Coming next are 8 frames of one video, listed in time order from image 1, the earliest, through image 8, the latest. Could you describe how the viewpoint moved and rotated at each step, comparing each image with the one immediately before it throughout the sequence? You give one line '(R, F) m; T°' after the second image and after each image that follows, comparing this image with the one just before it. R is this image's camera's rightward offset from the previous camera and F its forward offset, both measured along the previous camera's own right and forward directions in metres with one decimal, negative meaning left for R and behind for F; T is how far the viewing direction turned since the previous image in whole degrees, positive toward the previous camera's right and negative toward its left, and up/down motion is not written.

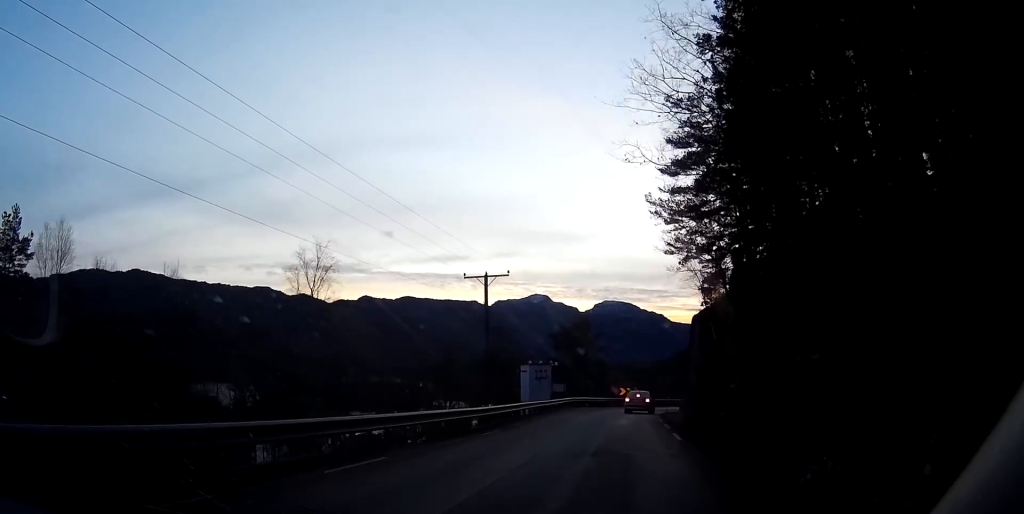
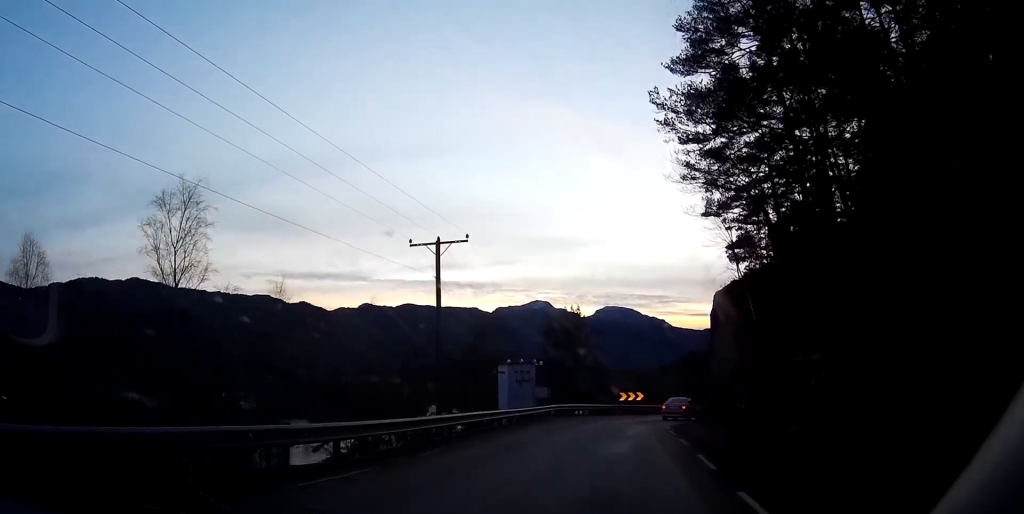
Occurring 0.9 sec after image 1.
(0.0, +12.7) m; 0°
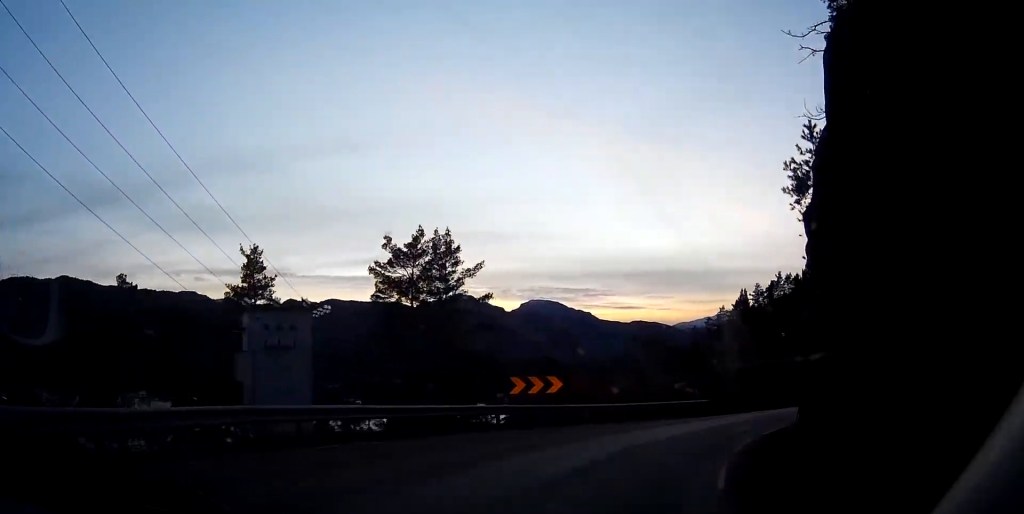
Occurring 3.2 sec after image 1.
(+1.5, +31.9) m; +7°
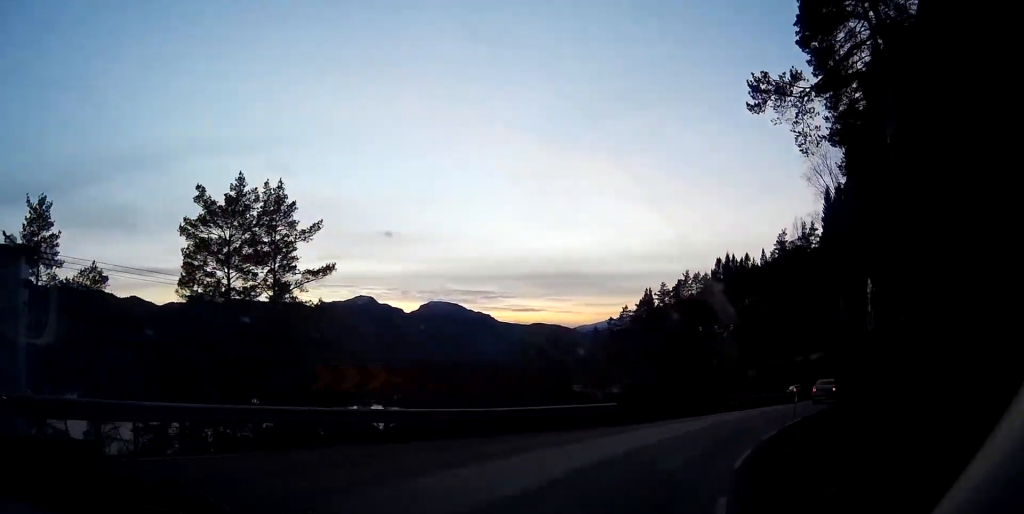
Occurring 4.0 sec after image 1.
(+0.3, +10.0) m; +4°
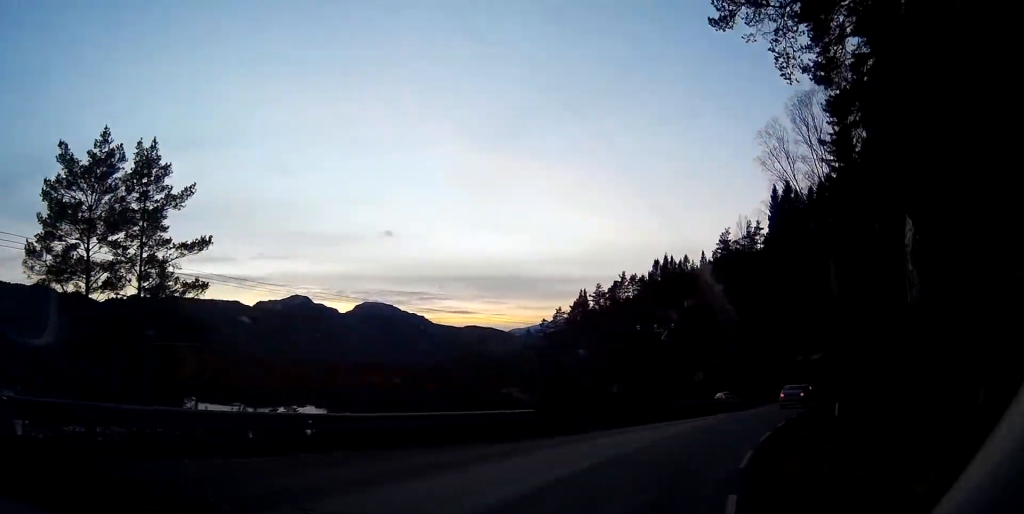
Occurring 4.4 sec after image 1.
(0.0, +5.6) m; +3°
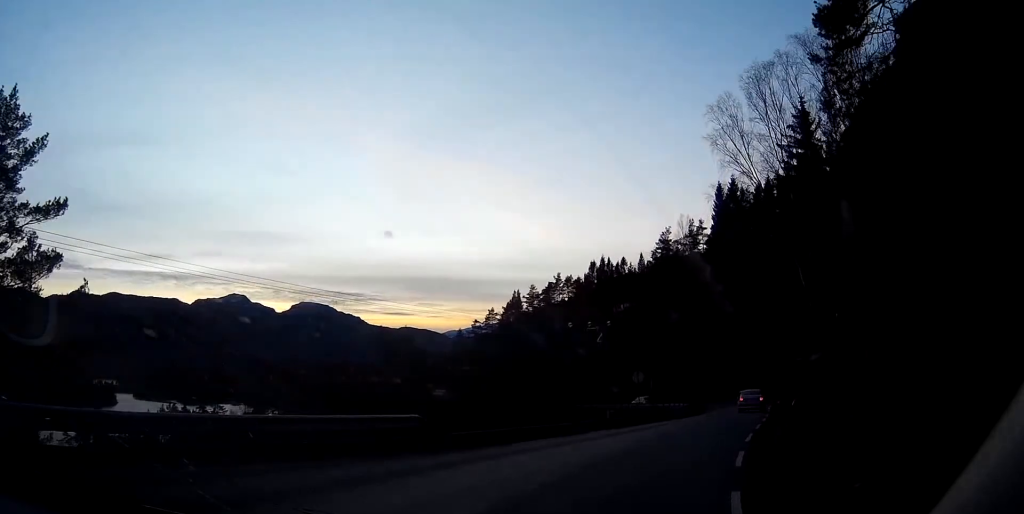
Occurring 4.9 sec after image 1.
(+0.1, +5.5) m; +3°
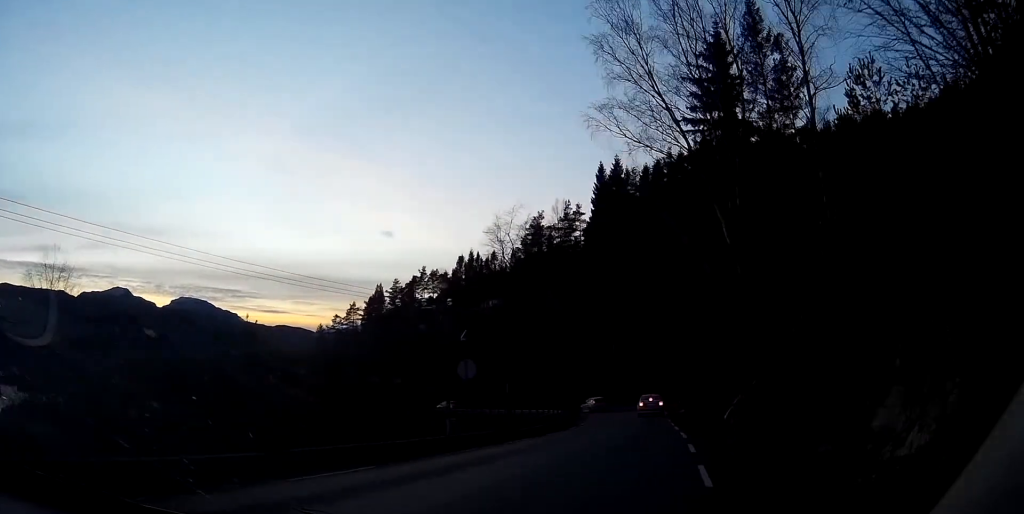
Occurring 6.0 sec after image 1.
(+1.2, +14.0) m; +9°
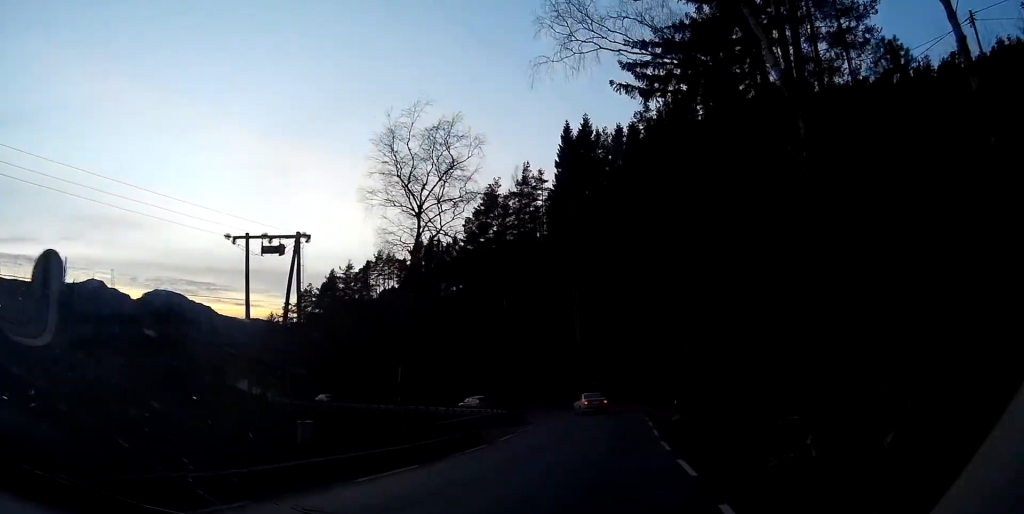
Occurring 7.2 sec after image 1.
(+1.3, +16.5) m; +6°
